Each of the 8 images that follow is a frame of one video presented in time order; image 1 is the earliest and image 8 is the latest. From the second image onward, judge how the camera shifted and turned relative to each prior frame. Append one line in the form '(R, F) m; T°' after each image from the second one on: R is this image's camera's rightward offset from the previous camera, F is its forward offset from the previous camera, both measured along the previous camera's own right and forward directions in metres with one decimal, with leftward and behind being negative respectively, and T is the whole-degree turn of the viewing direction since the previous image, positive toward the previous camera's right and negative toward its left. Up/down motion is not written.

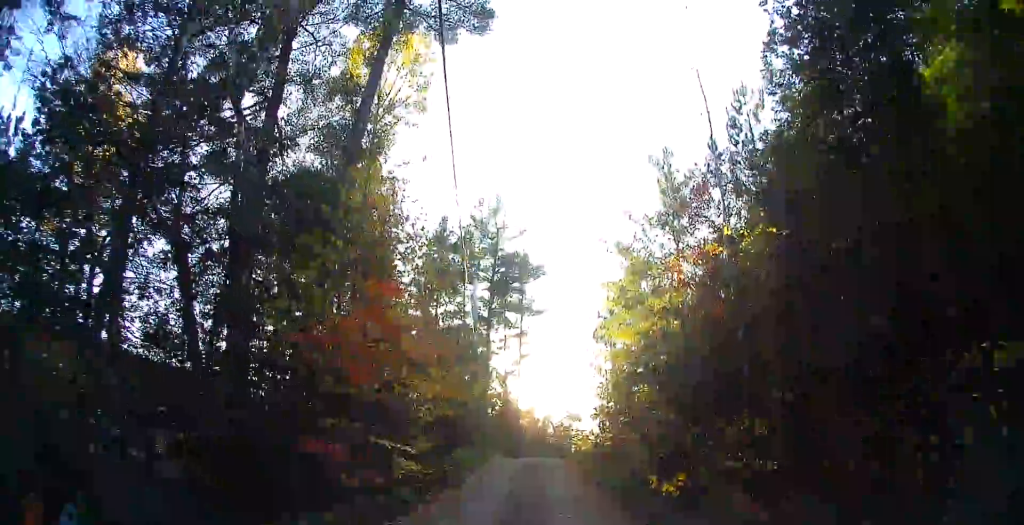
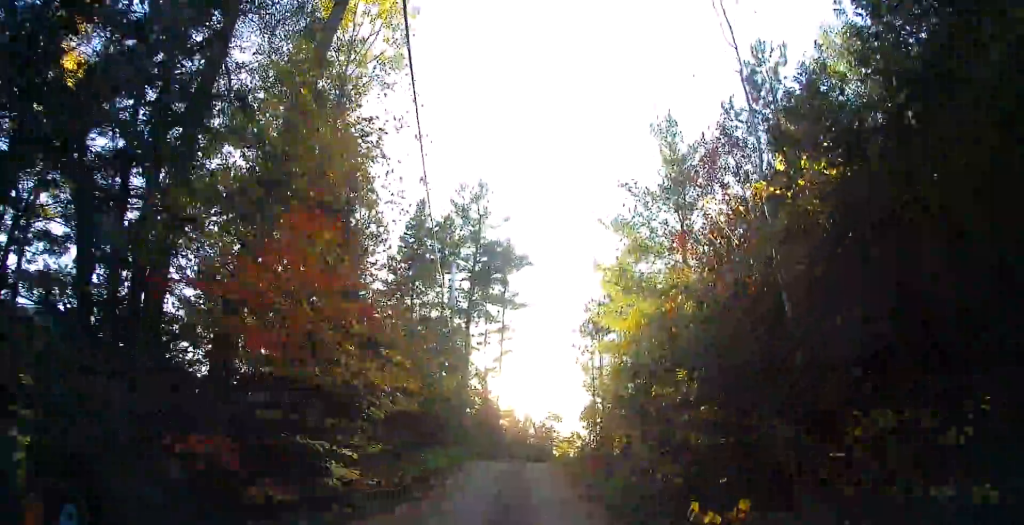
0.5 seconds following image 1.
(-0.2, +3.3) m; 0°
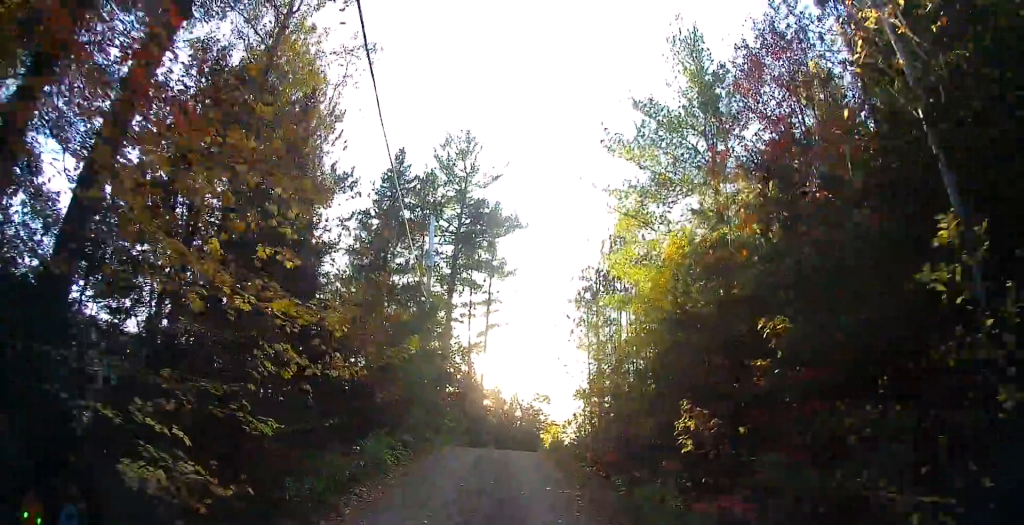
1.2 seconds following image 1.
(+0.1, +4.8) m; +1°
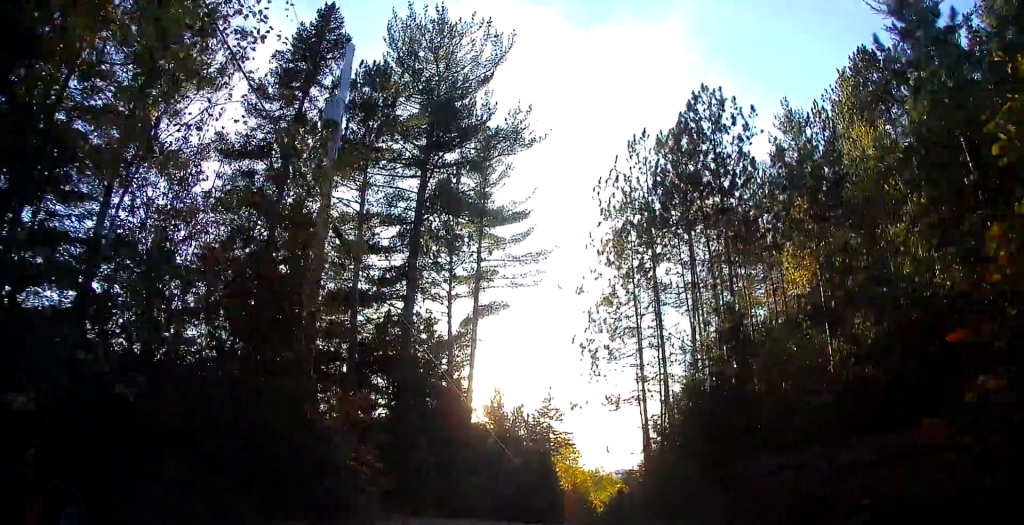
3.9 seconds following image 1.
(0.0, +15.9) m; -1°
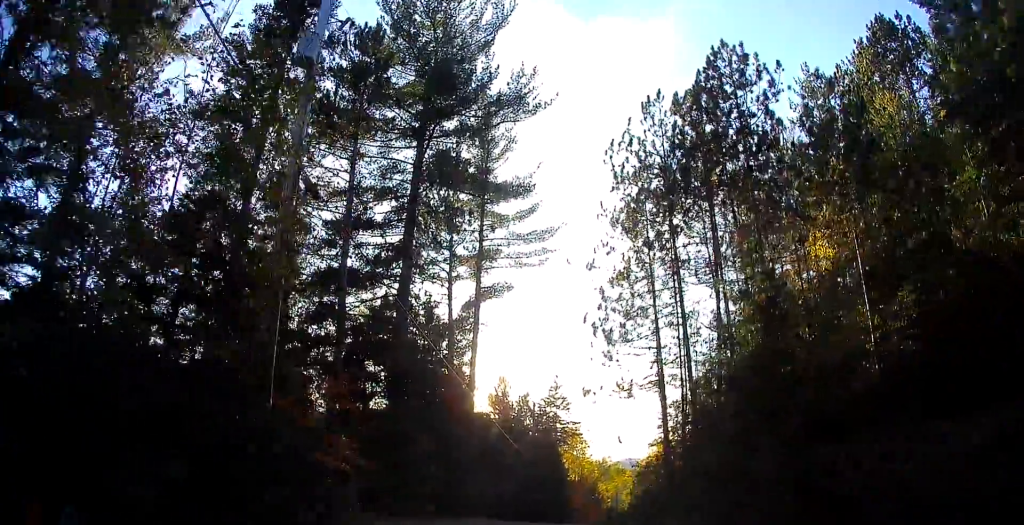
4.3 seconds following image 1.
(0.0, +2.2) m; +2°
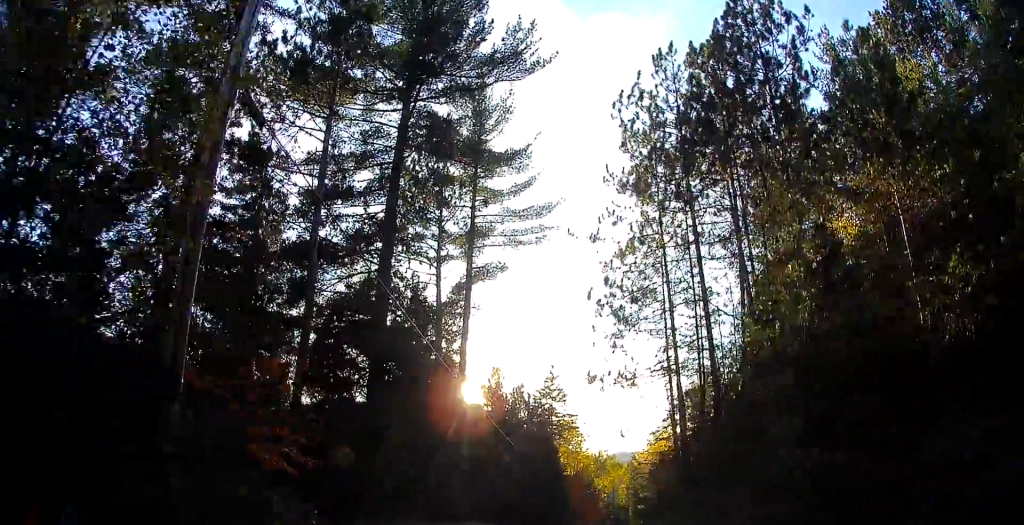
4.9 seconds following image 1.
(0.0, +2.7) m; +2°
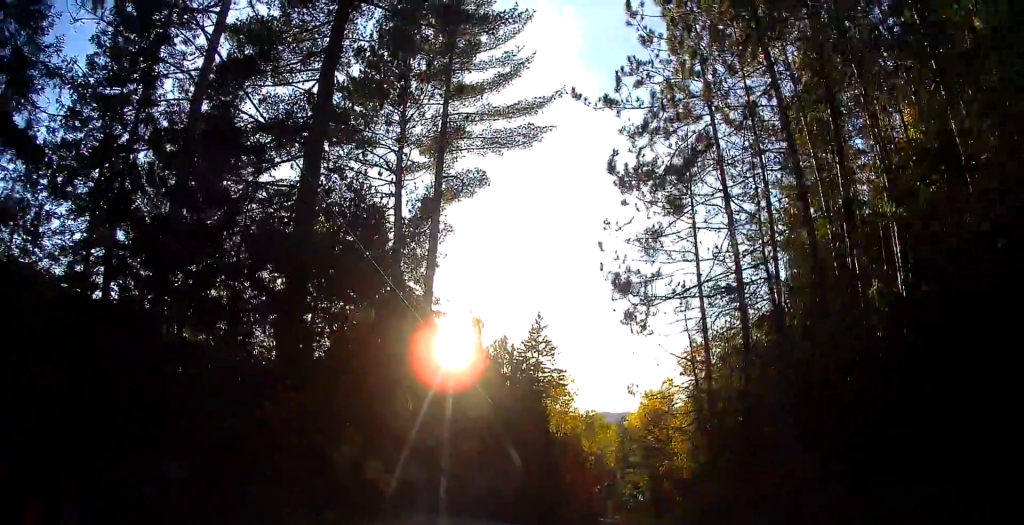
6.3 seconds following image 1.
(+0.3, +6.4) m; 0°
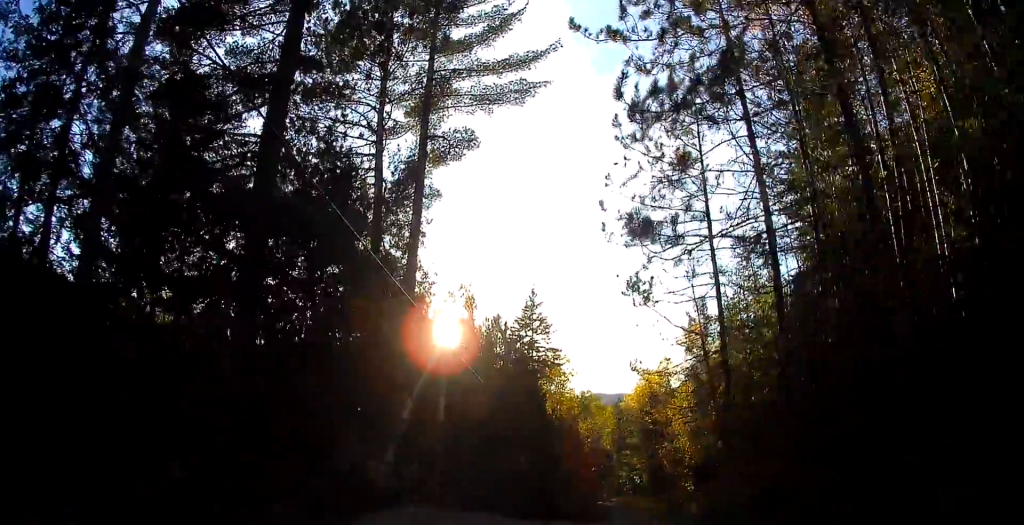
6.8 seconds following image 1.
(0.0, +1.9) m; -2°
